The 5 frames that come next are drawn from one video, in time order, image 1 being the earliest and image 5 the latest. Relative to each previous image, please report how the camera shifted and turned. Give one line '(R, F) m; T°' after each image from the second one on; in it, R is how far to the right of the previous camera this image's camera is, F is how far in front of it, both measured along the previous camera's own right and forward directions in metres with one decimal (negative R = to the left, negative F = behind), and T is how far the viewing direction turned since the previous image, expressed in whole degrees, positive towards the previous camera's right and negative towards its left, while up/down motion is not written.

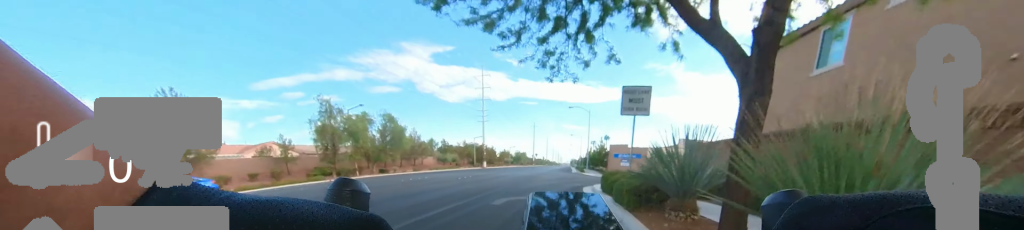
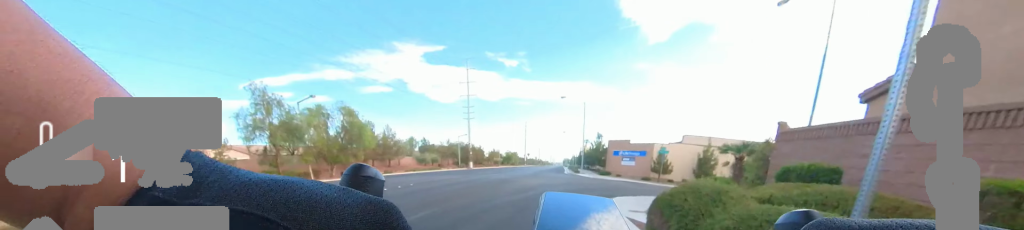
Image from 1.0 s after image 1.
(0.0, +6.9) m; 0°
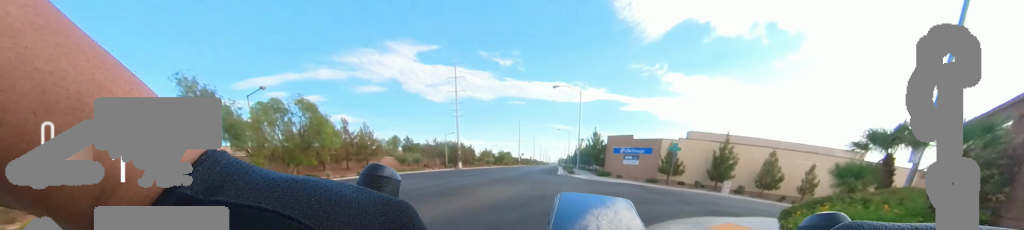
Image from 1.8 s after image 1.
(0.0, +5.4) m; 0°
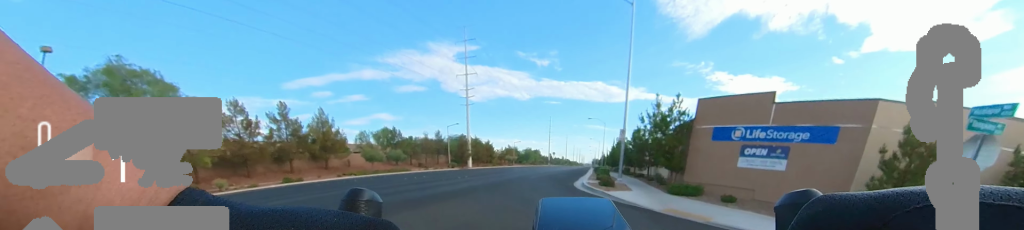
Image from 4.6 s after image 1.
(0.0, +19.4) m; 0°
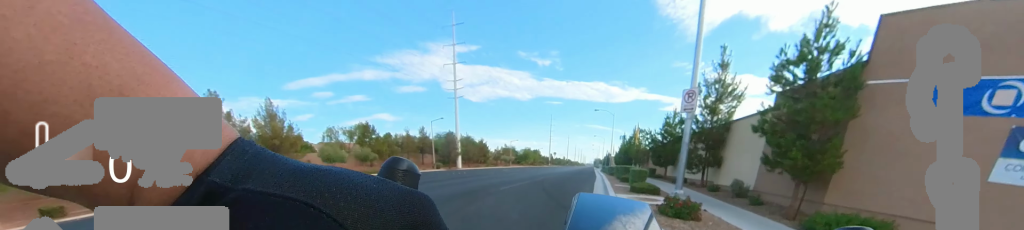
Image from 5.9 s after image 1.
(0.0, +9.3) m; 0°
